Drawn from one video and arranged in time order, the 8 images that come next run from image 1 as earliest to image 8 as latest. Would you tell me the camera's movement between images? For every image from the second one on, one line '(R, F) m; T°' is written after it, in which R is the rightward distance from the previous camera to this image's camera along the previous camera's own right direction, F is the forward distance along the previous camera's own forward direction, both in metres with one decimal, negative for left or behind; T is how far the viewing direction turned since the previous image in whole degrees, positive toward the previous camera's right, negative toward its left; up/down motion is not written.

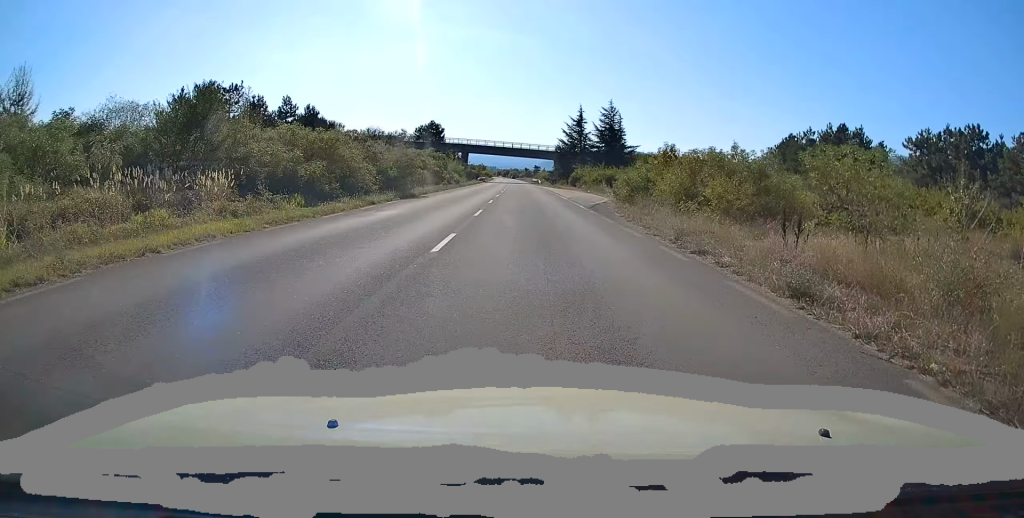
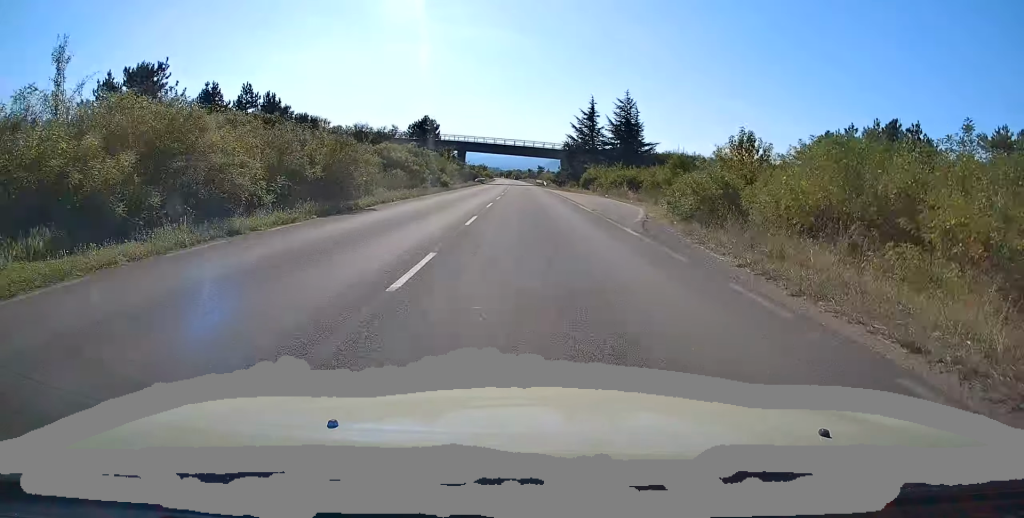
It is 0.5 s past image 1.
(0.0, +12.1) m; 0°
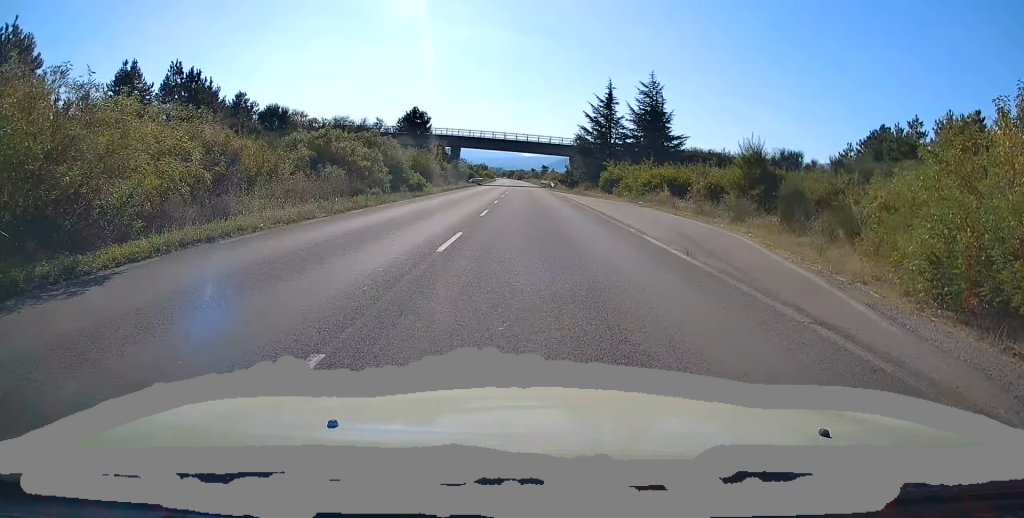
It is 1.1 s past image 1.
(0.0, +14.5) m; 0°
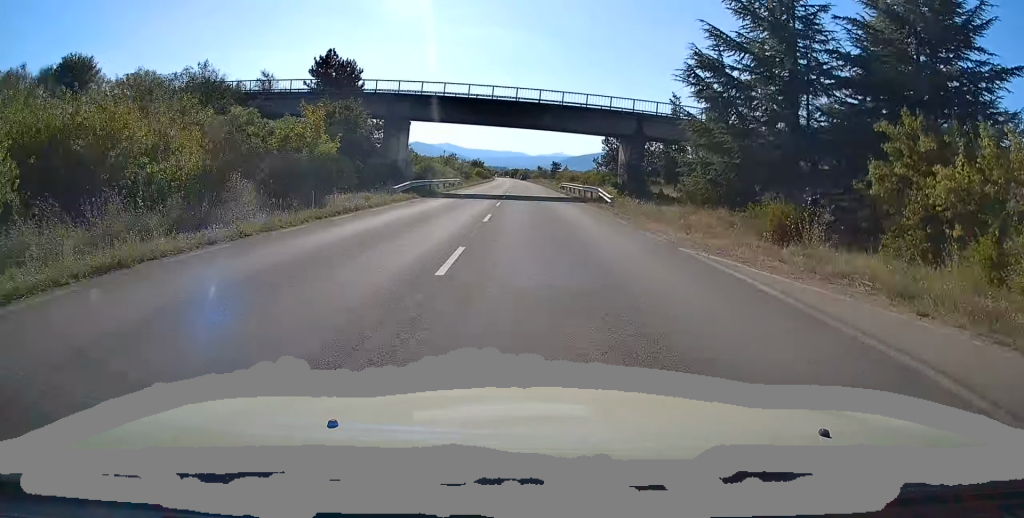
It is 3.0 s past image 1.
(-0.1, +47.0) m; 0°
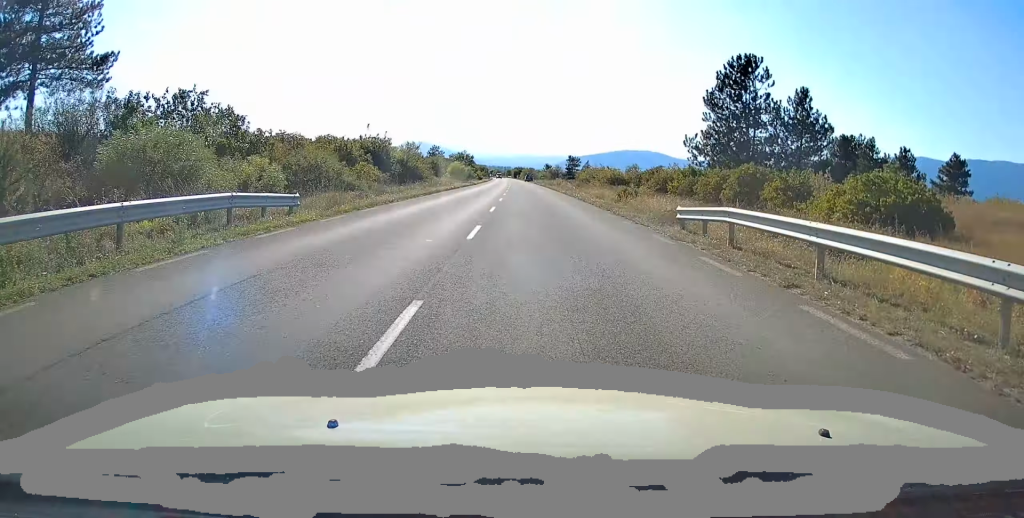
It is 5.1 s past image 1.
(-0.6, +49.6) m; -1°
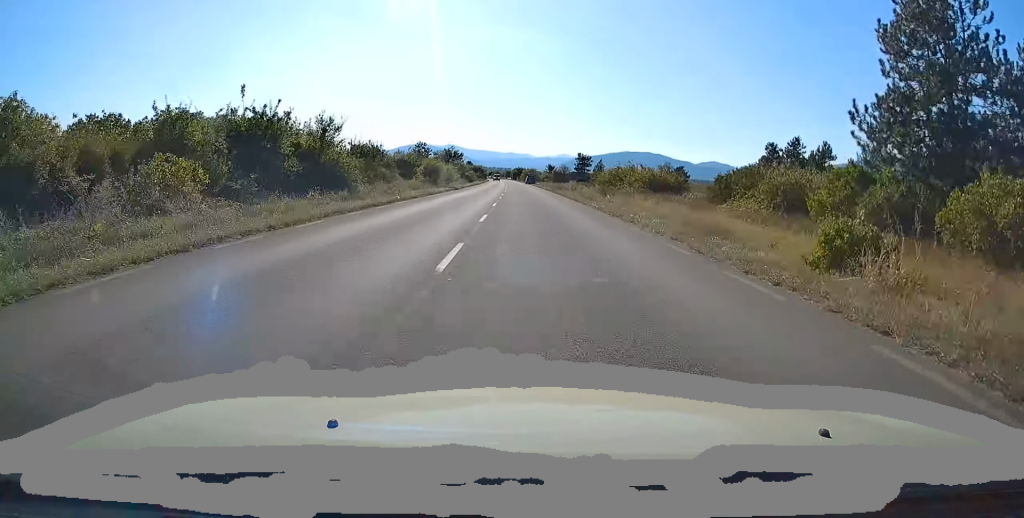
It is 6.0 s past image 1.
(+0.1, +21.7) m; 0°
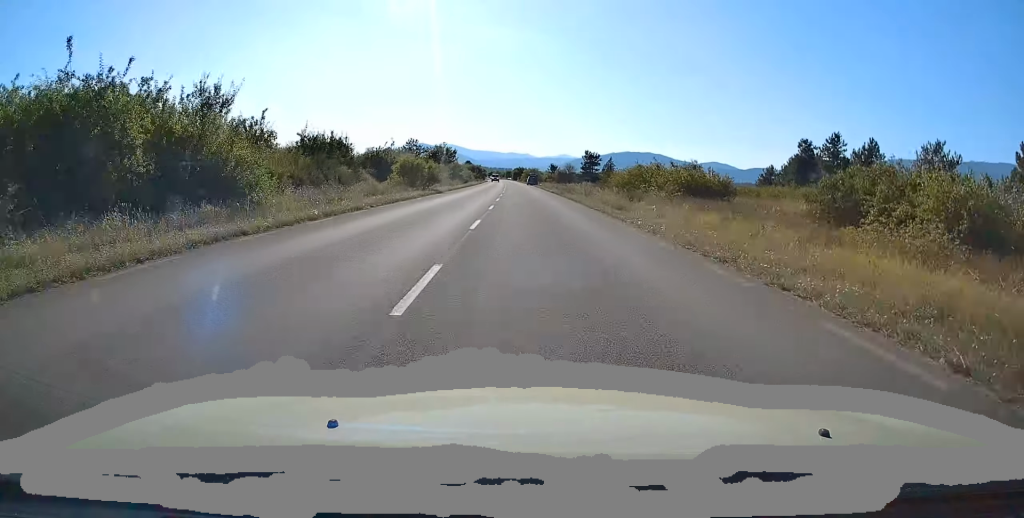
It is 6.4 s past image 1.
(+0.2, +11.2) m; 0°
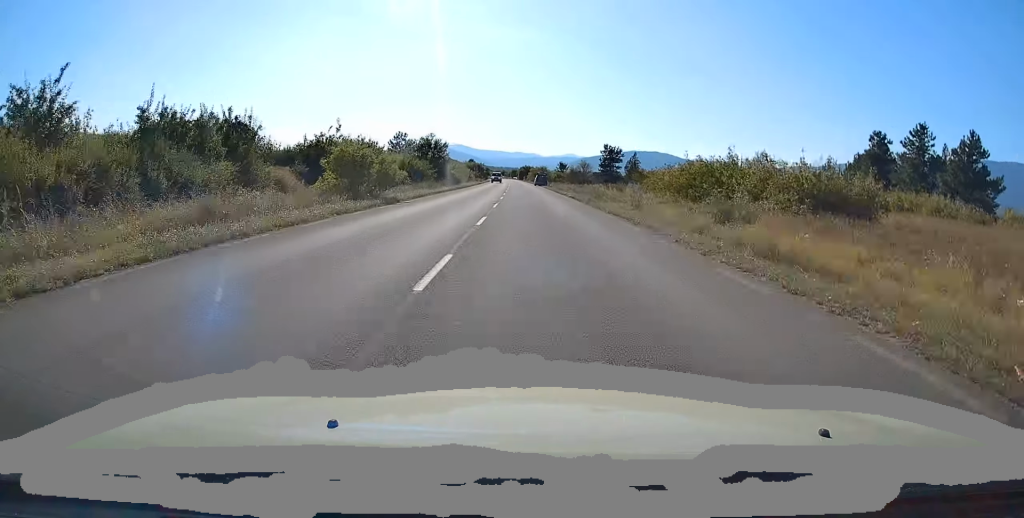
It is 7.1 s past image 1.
(-0.3, +16.6) m; -1°
